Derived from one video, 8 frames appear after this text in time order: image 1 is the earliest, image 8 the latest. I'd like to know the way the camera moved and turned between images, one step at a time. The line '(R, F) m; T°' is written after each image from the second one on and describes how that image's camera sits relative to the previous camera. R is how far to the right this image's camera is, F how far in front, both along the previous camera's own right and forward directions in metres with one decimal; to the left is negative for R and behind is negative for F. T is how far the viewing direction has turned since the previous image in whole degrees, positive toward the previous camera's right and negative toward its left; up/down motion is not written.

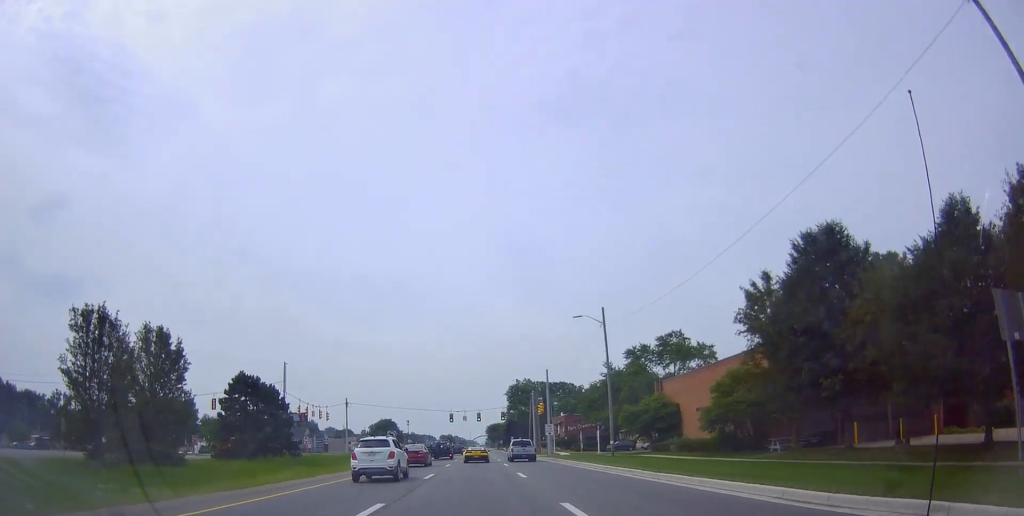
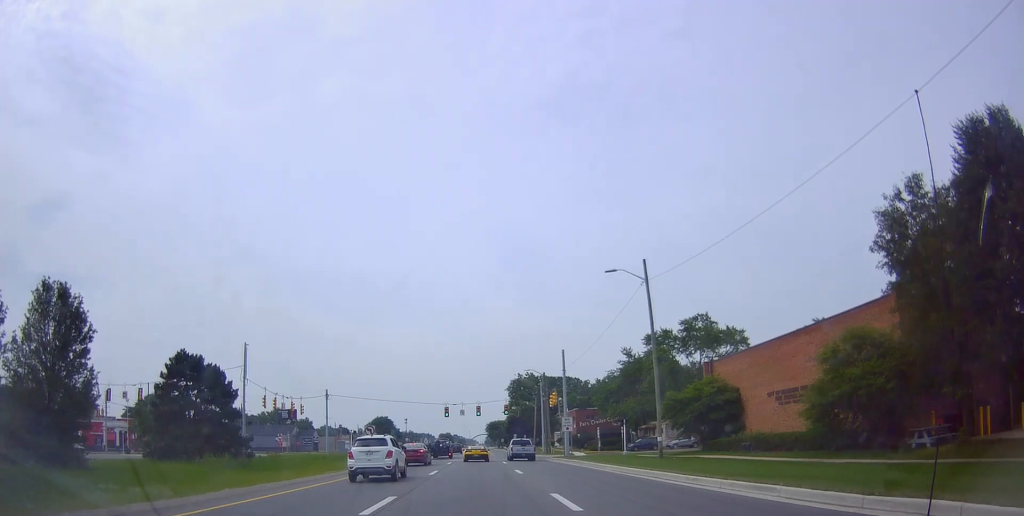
(+0.3, +12.5) m; -1°
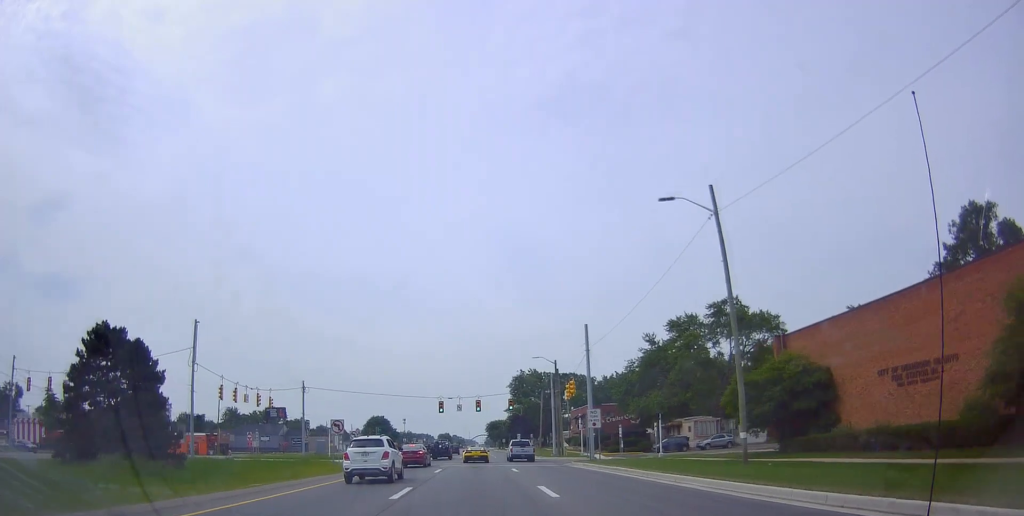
(-0.2, +11.3) m; 0°
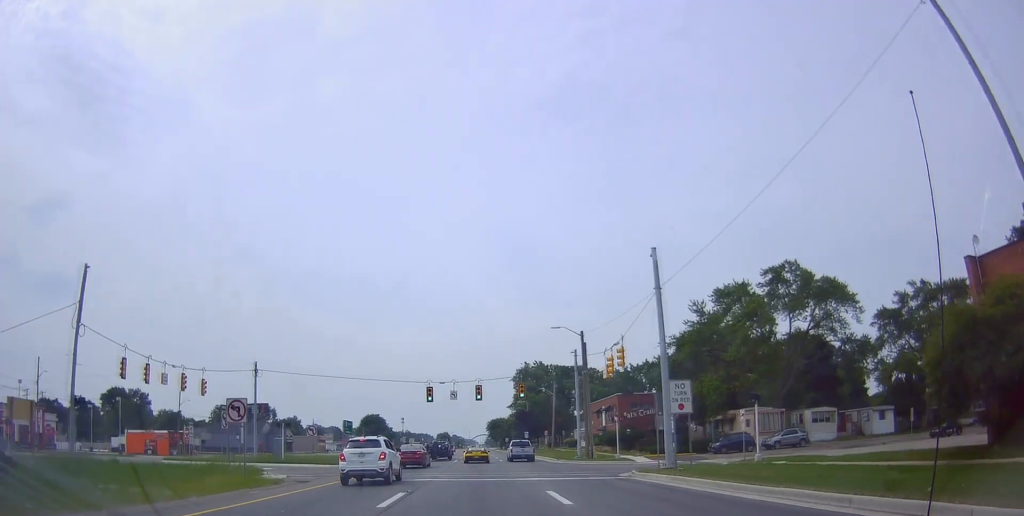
(-0.3, +16.4) m; 0°
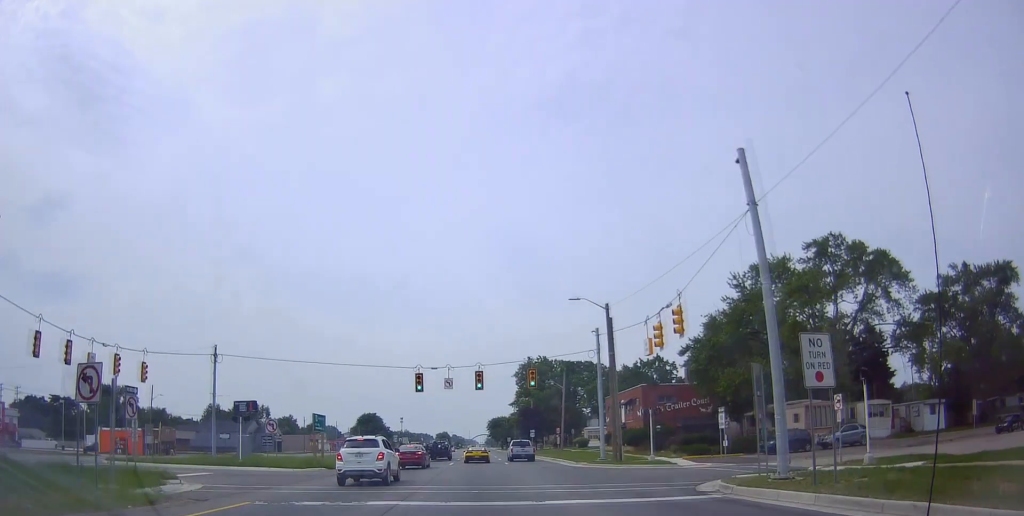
(+0.4, +9.4) m; 0°
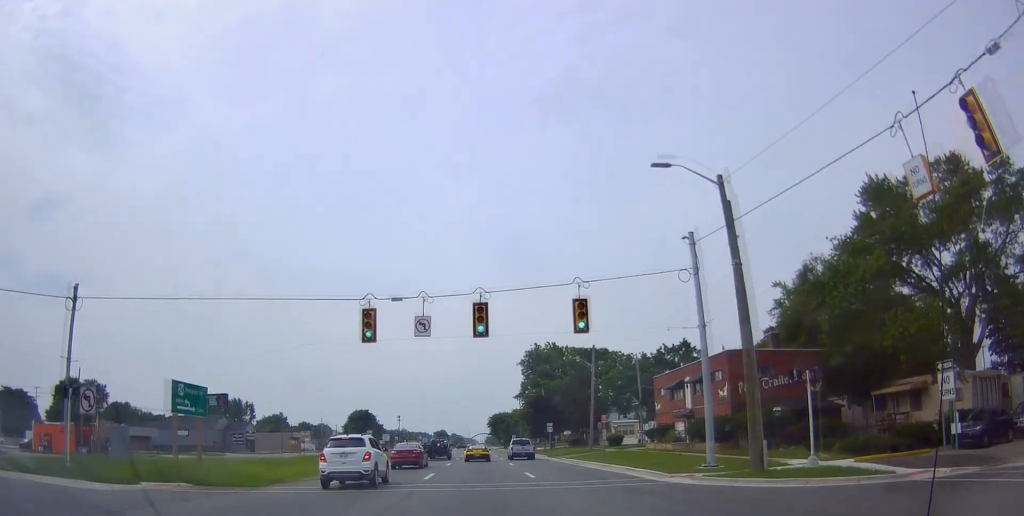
(-0.4, +19.8) m; -1°
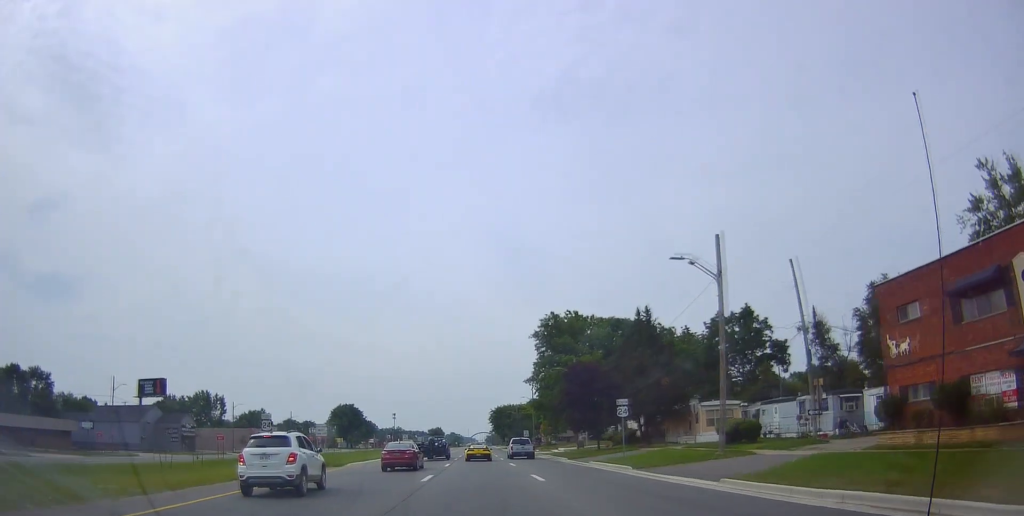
(+0.1, +32.7) m; -1°
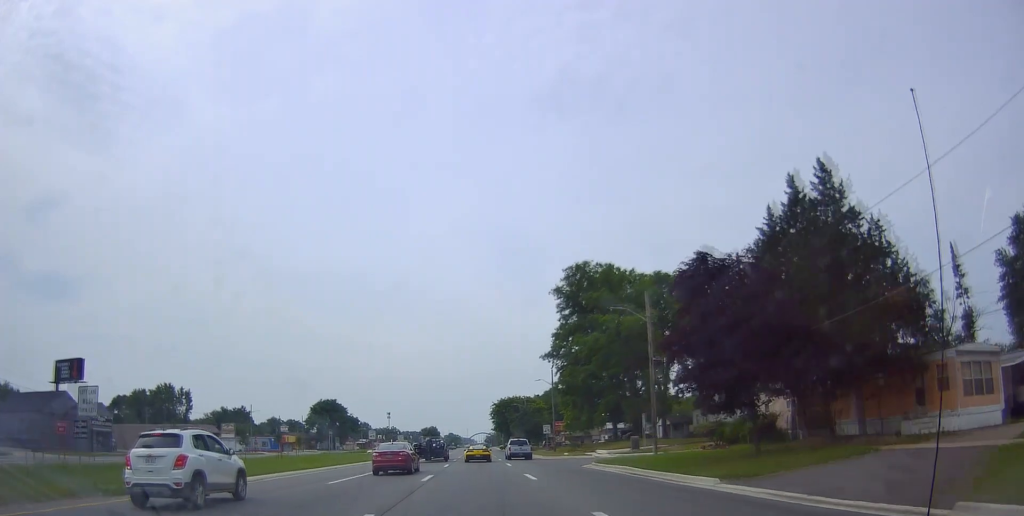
(-0.4, +29.7) m; +1°
